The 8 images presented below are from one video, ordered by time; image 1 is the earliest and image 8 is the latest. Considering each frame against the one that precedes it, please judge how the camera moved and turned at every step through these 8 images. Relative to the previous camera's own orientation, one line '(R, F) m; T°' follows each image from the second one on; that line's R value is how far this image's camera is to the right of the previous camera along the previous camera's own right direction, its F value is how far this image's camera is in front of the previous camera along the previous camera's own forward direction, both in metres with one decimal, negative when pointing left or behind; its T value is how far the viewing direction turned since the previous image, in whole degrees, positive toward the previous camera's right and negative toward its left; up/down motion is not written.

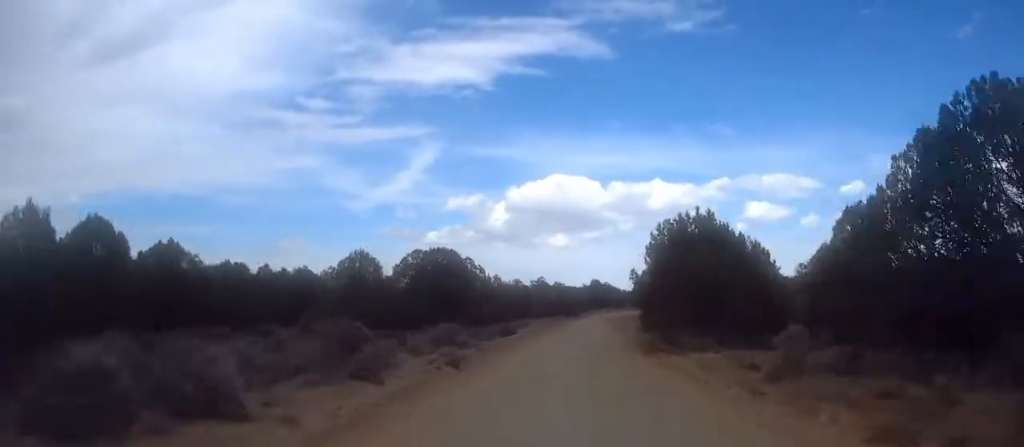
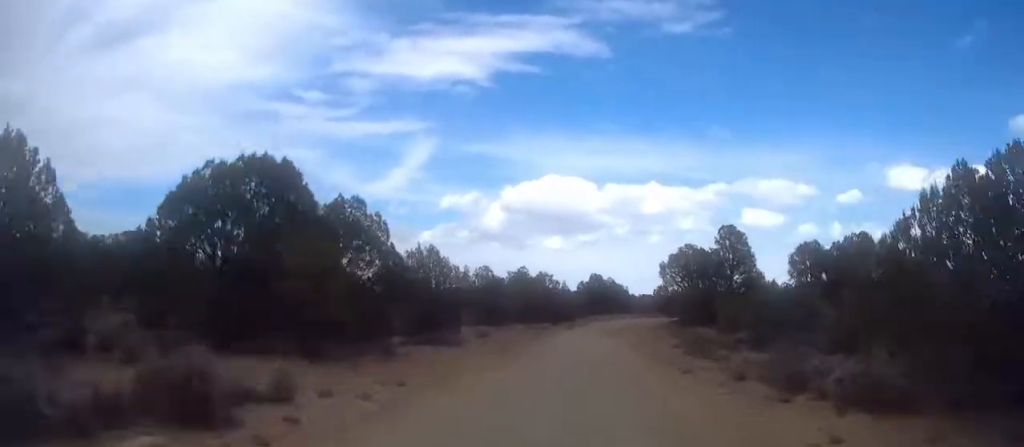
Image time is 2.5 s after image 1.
(-0.1, +34.1) m; +1°
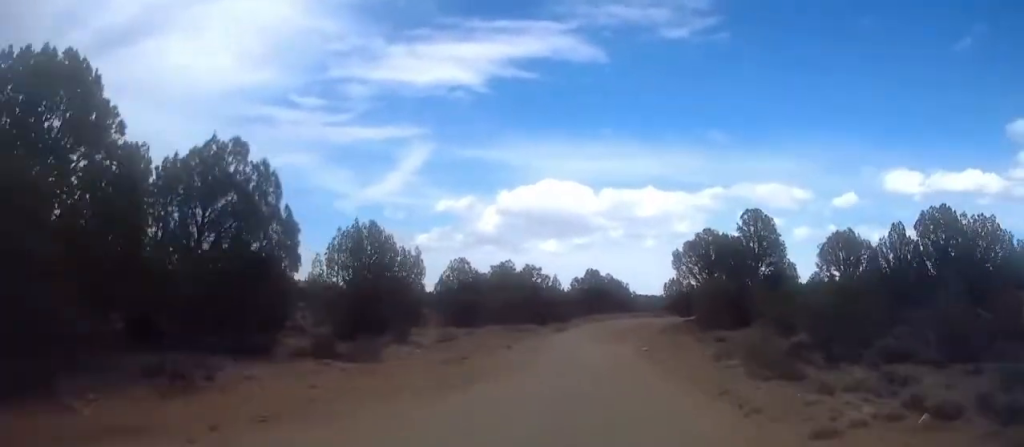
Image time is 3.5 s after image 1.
(+0.2, +12.4) m; +1°
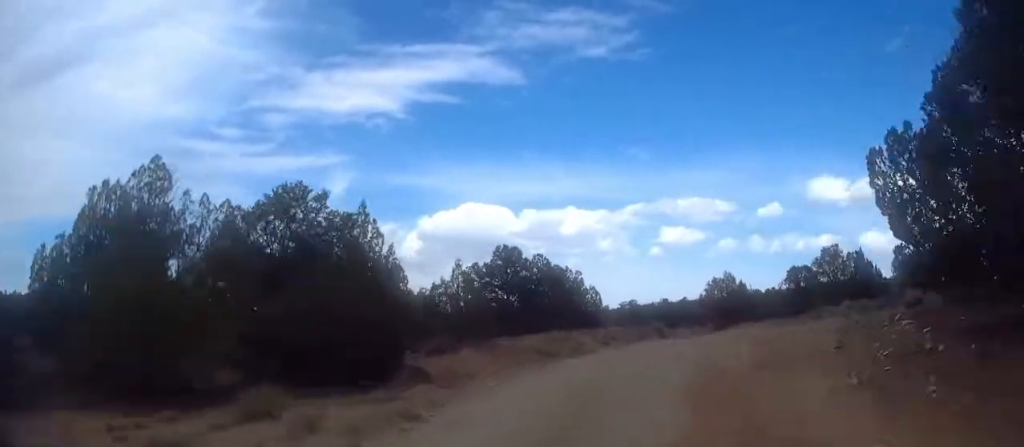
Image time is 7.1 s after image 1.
(+0.4, +46.5) m; +4°
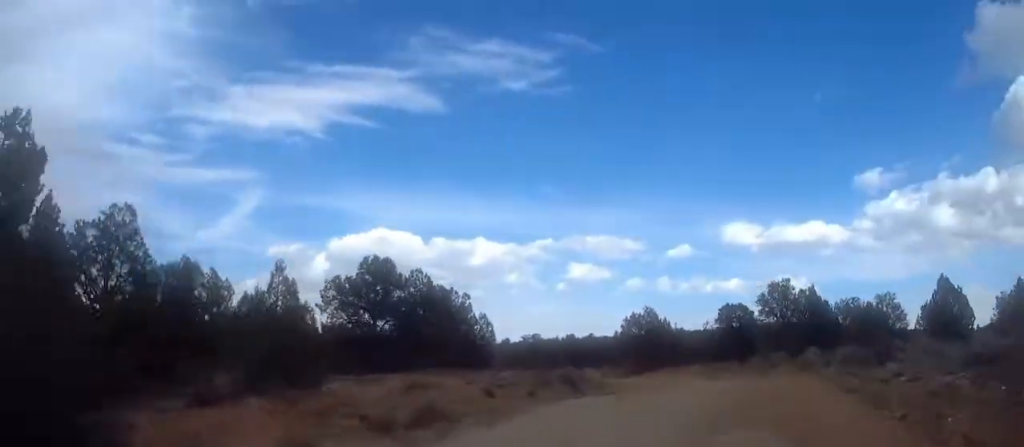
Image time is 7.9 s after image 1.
(-0.6, +10.7) m; +3°
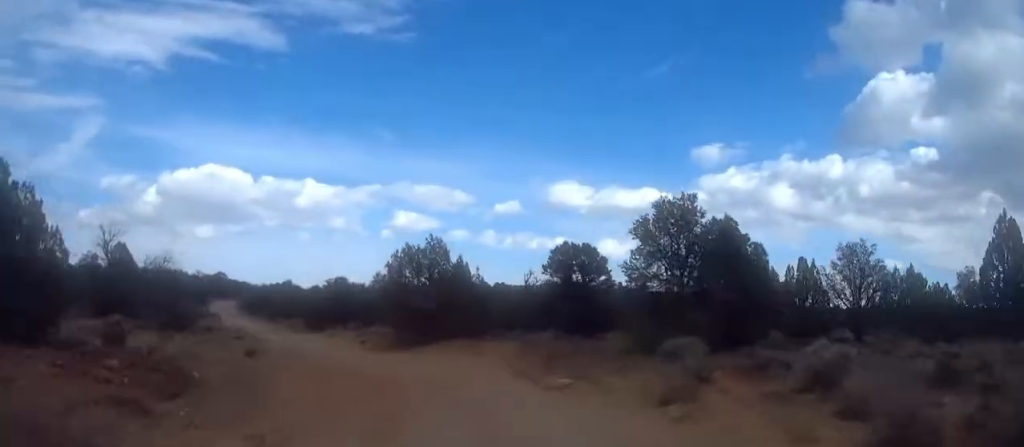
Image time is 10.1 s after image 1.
(+3.2, +24.4) m; +10°
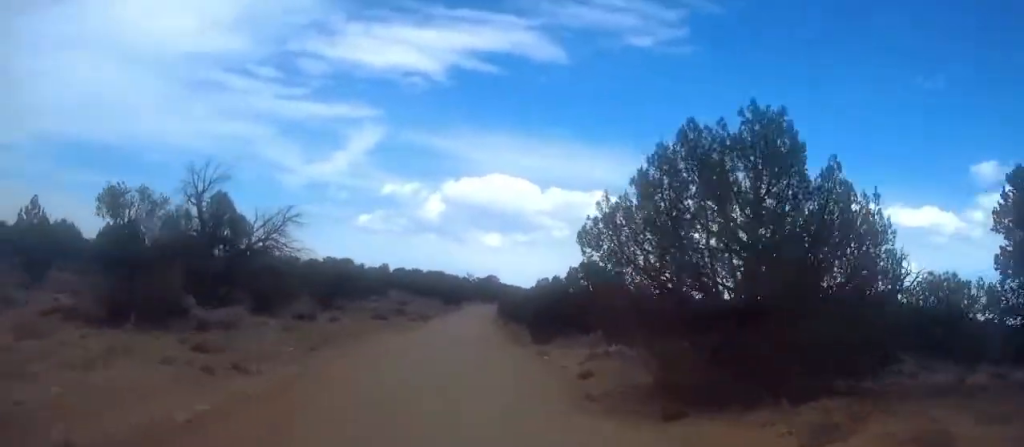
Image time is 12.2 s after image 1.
(+0.5, +23.3) m; -6°
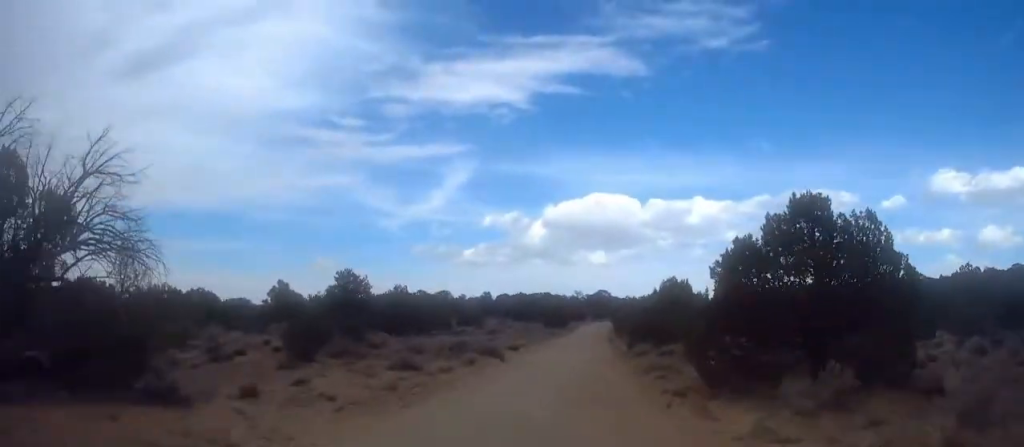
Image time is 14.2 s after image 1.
(-2.9, +21.0) m; -12°
